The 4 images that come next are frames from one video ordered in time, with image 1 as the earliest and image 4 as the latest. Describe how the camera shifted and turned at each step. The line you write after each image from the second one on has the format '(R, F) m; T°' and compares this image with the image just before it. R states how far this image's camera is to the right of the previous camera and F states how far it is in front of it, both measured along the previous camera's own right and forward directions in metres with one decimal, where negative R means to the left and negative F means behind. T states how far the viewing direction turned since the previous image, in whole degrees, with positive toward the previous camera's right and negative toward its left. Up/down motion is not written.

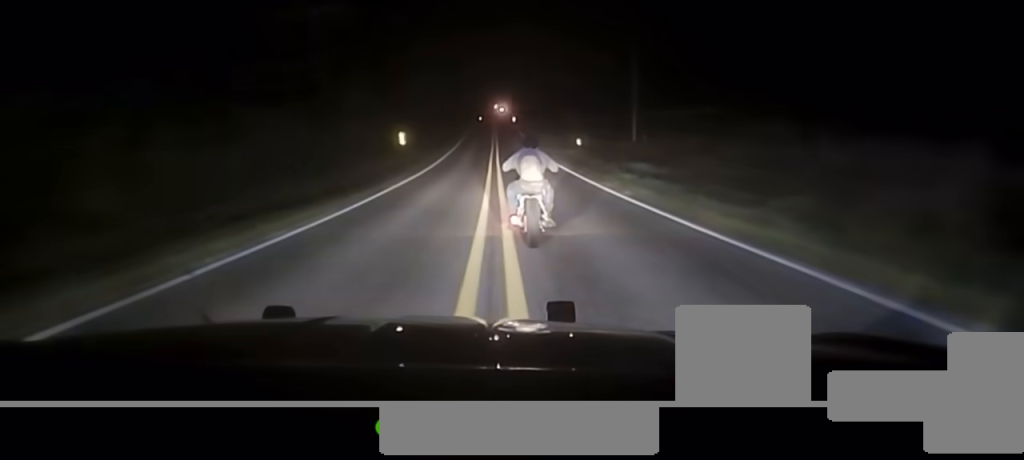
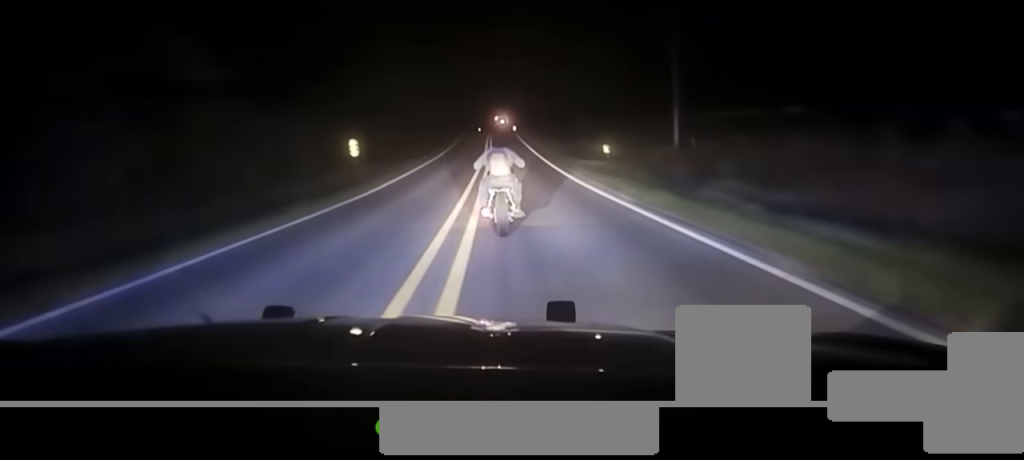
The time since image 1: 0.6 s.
(-0.1, +22.7) m; 0°
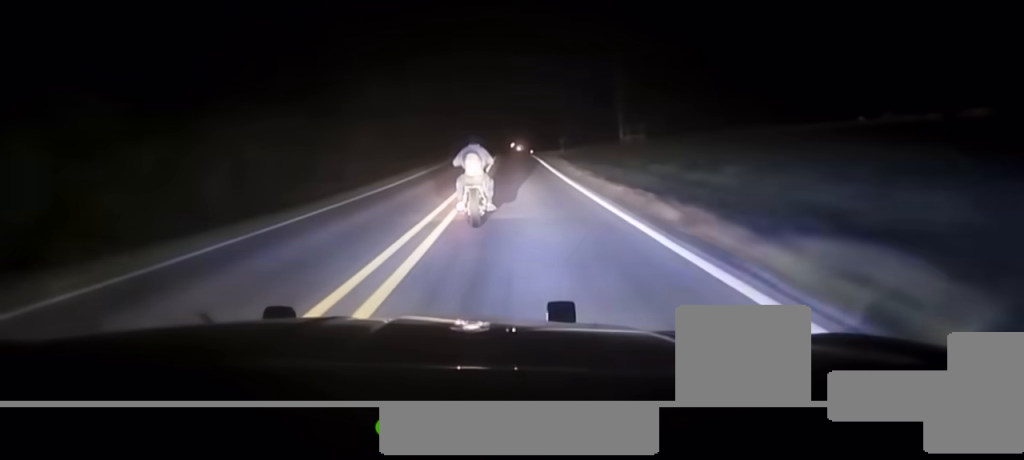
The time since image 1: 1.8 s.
(0.0, +48.2) m; 0°
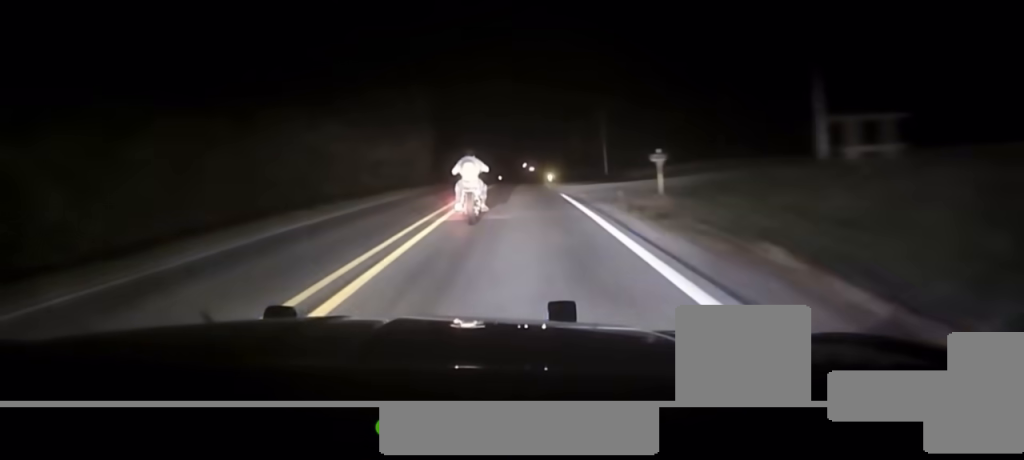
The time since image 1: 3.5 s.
(-0.7, +61.7) m; -1°
